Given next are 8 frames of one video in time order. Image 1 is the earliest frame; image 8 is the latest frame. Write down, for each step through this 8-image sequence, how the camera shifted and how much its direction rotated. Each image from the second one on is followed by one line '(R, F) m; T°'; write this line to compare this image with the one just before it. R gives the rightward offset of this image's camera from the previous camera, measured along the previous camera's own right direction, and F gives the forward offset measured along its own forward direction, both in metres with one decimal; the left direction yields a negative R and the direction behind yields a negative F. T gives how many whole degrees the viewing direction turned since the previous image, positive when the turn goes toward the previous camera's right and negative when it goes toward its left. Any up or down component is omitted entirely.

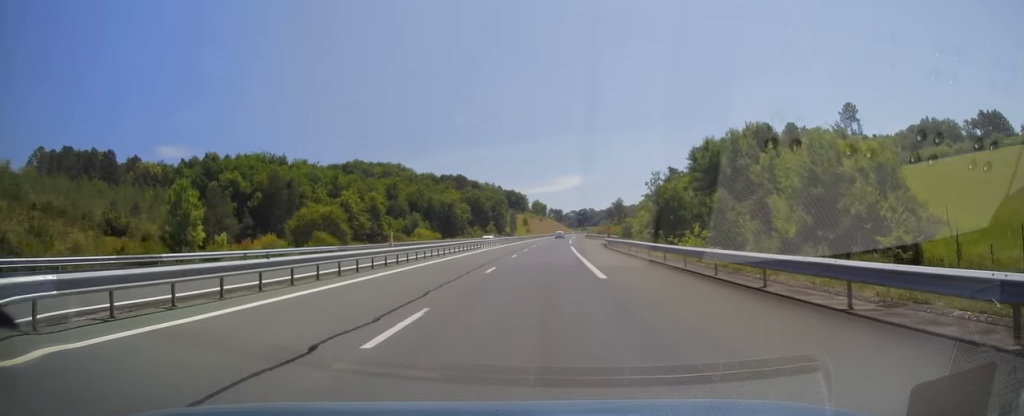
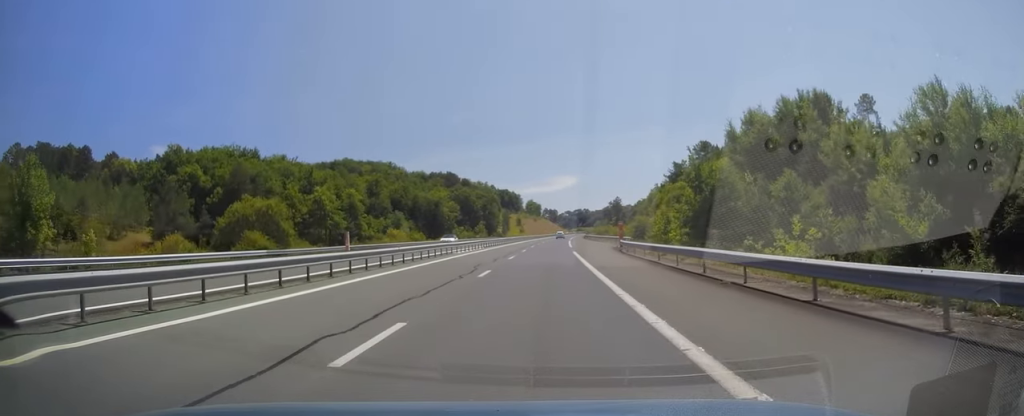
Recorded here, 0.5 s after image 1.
(+0.2, +14.7) m; 0°
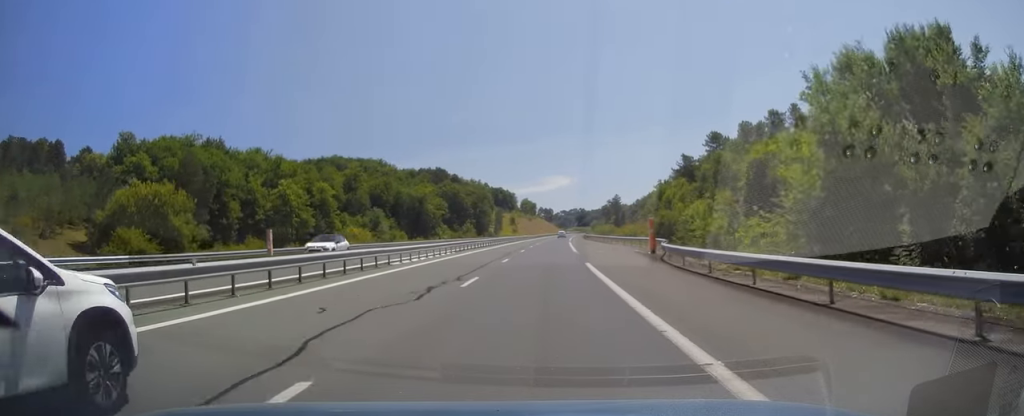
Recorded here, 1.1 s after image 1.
(0.0, +16.7) m; 0°
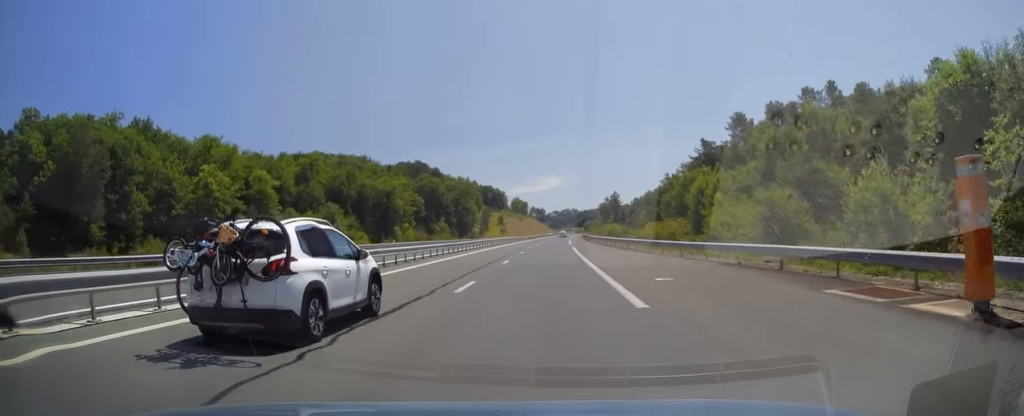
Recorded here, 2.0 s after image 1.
(0.0, +27.0) m; 0°
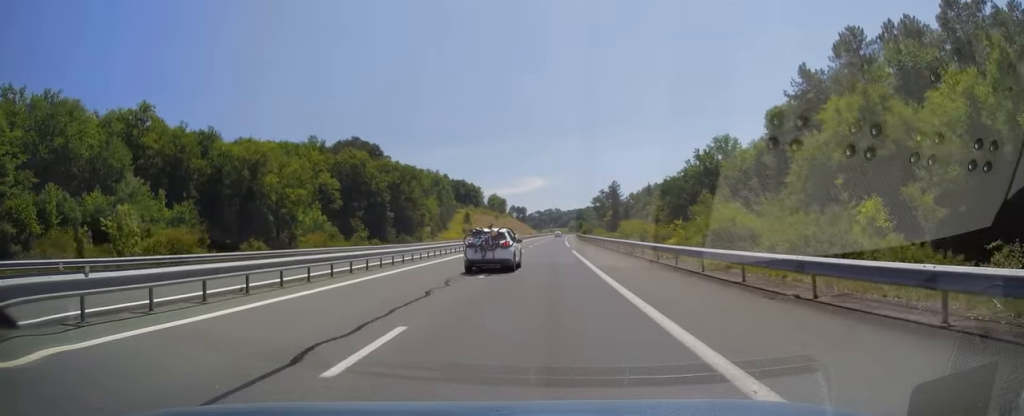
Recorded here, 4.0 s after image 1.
(+1.4, +59.8) m; +3°
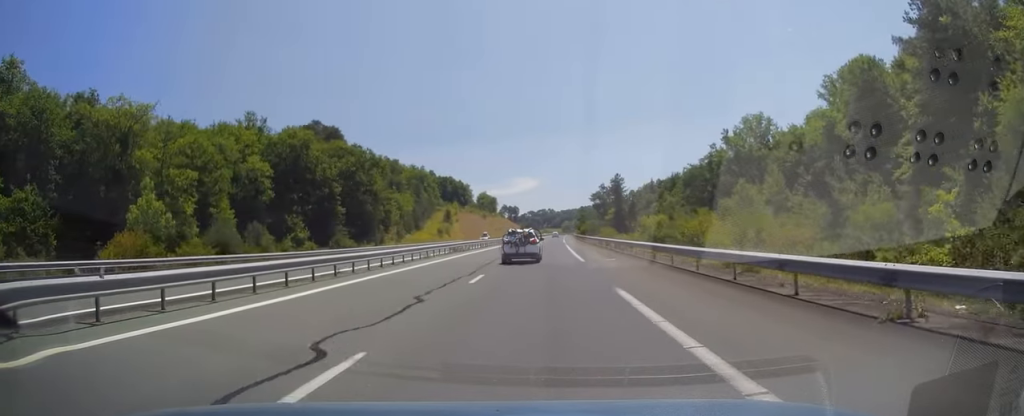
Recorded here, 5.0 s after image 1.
(+0.2, +27.5) m; 0°
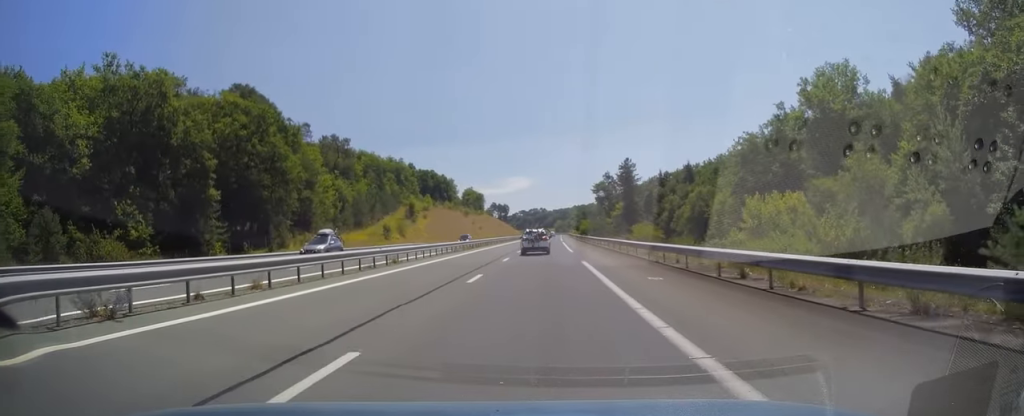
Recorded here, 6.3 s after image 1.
(0.0, +38.7) m; +1°
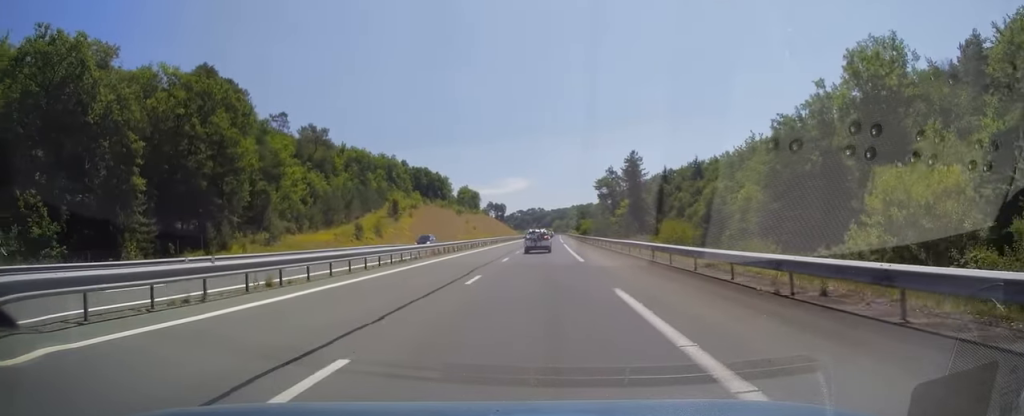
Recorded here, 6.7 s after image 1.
(0.0, +13.2) m; 0°
